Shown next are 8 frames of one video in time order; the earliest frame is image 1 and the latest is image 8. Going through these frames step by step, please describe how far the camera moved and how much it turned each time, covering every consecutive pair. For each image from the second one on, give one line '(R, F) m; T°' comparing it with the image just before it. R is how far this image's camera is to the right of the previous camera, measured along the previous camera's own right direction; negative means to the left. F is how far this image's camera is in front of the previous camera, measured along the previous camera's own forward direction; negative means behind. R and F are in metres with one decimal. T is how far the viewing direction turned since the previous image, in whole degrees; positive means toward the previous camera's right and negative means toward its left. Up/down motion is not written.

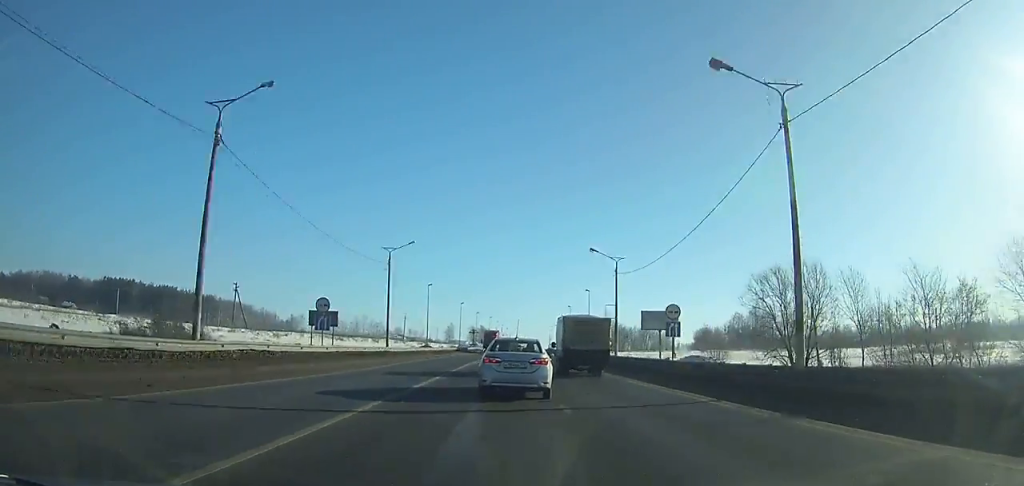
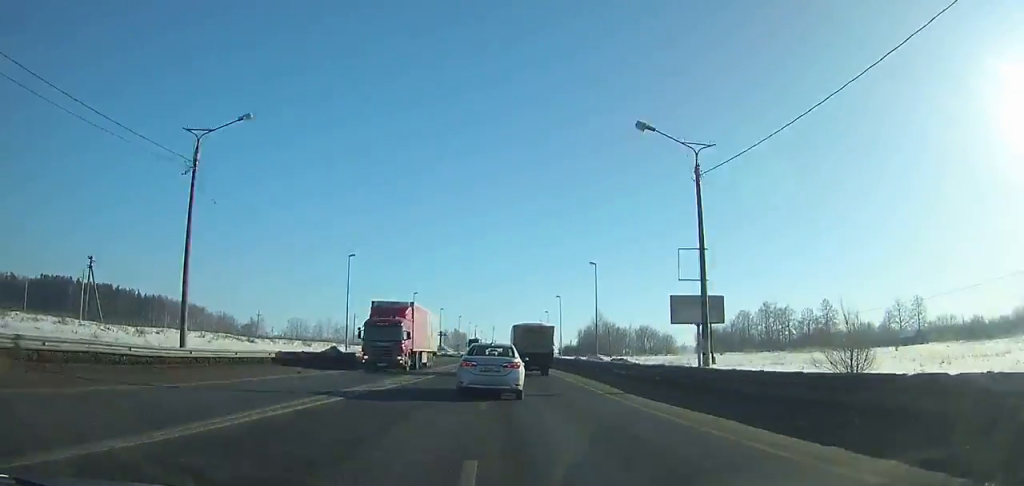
(+0.3, +30.4) m; +1°
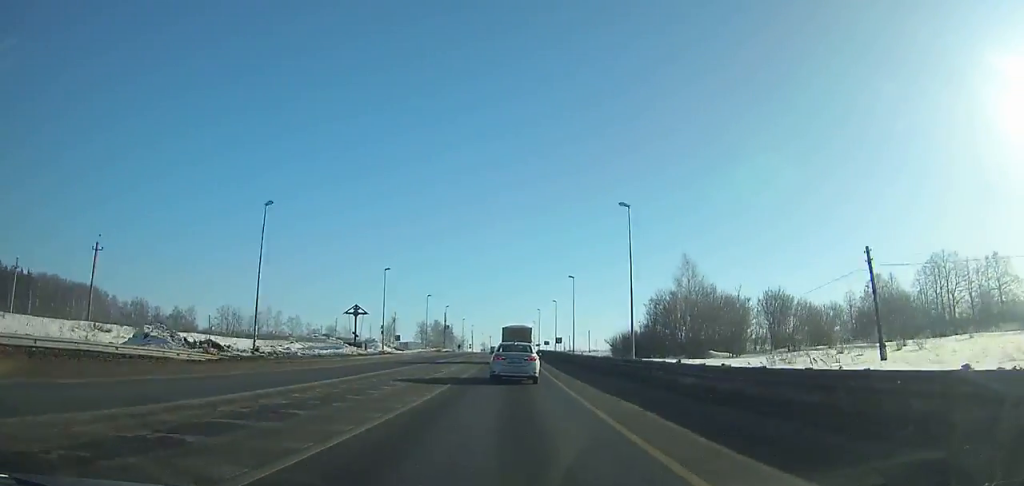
(+1.4, +88.1) m; +1°
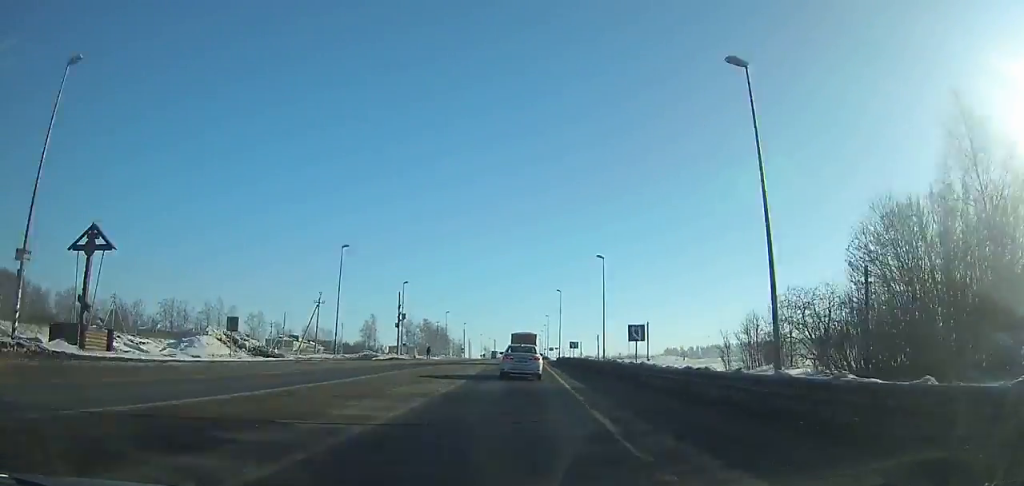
(-0.1, +53.4) m; 0°
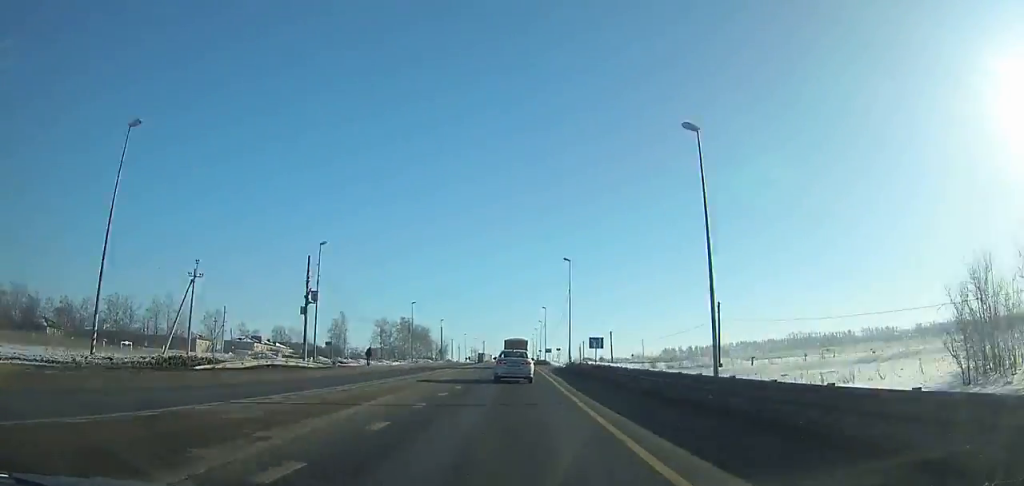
(+0.1, +30.8) m; 0°
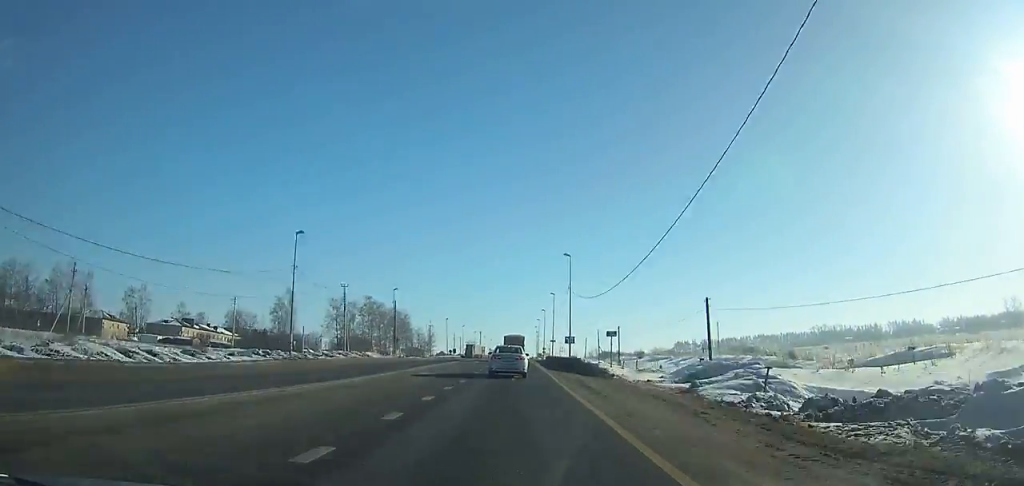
(0.0, +52.2) m; 0°
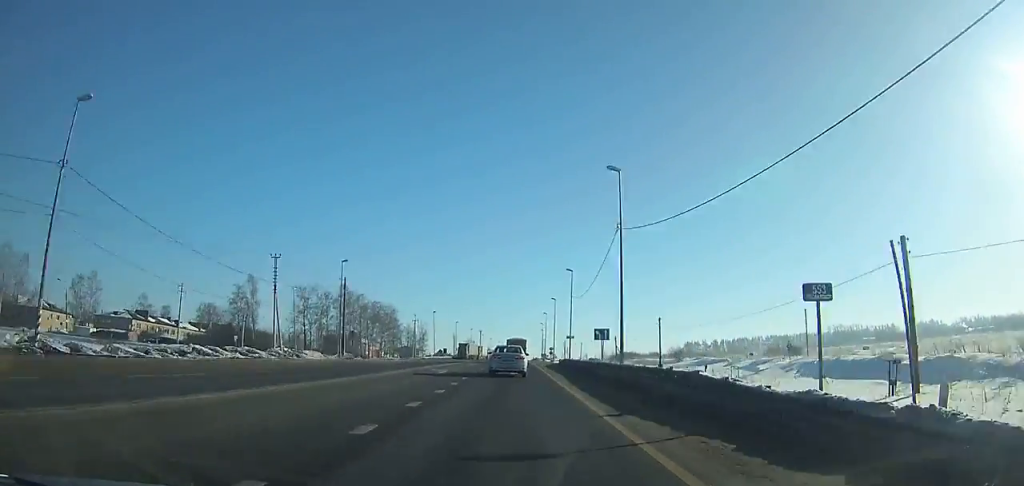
(-0.1, +26.4) m; 0°
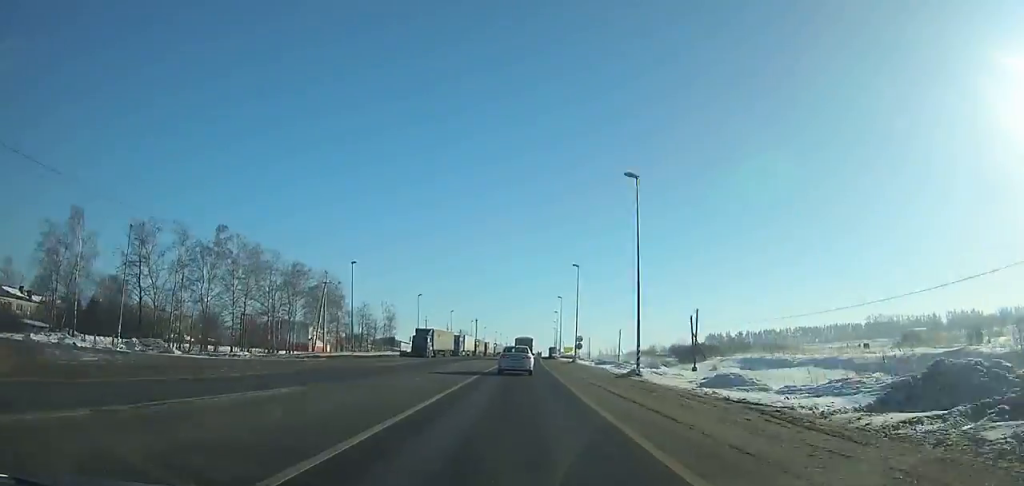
(+0.2, +63.4) m; +1°
